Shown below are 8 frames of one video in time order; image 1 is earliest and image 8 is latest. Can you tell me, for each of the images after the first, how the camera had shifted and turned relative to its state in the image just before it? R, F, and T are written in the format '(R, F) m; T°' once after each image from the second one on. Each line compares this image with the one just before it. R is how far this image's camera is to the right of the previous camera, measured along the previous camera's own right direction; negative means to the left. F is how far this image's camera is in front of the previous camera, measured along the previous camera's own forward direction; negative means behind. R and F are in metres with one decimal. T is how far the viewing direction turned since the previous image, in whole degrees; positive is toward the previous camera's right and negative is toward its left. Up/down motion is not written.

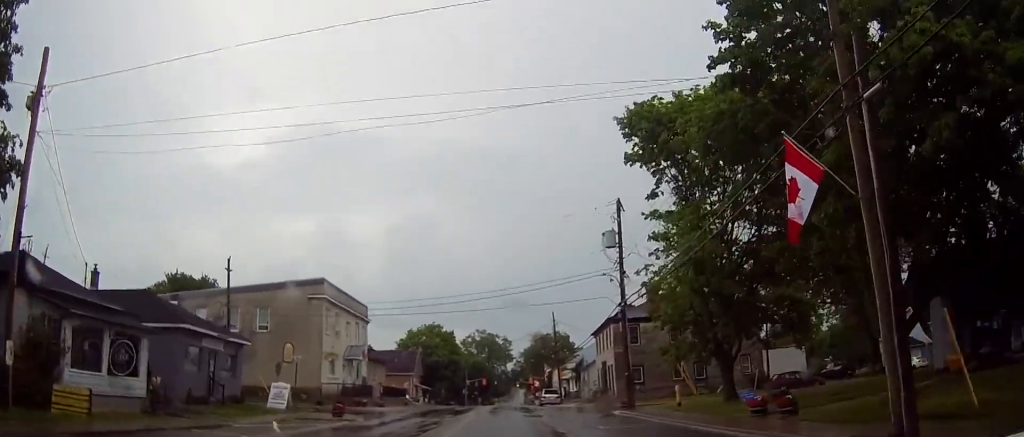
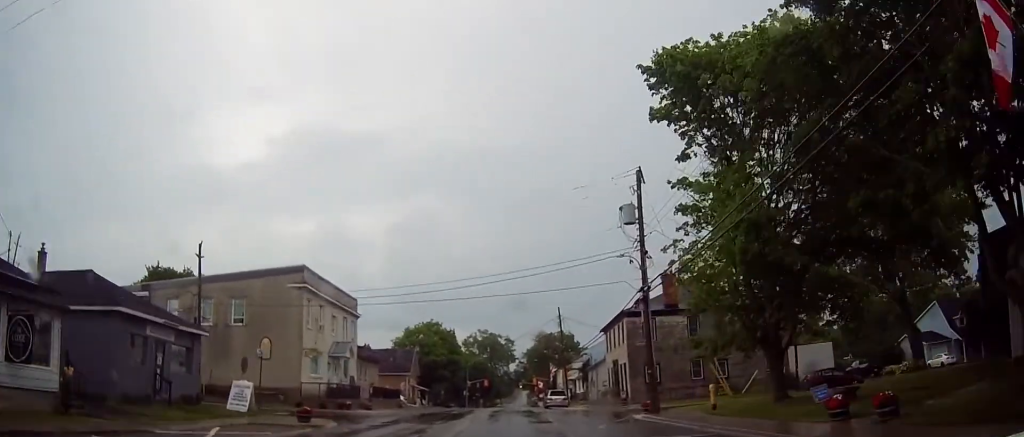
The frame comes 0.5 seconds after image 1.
(-0.1, +5.4) m; 0°
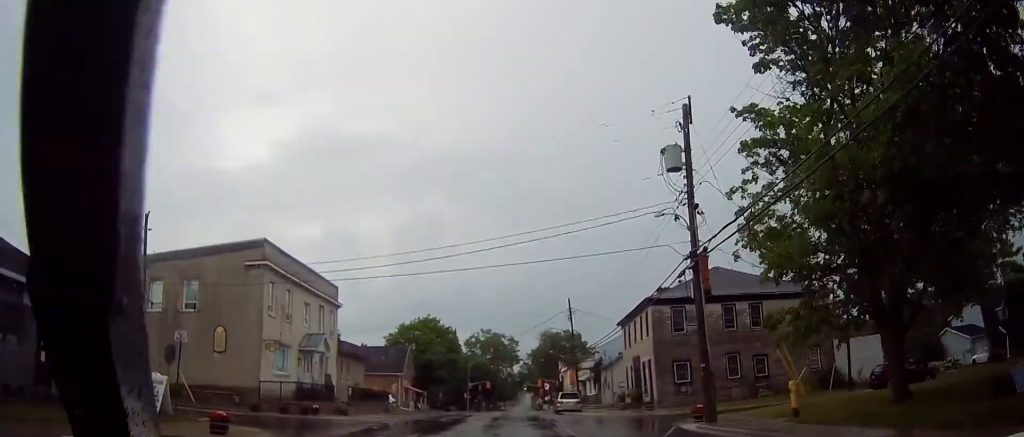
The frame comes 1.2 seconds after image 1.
(+0.2, +8.0) m; +1°
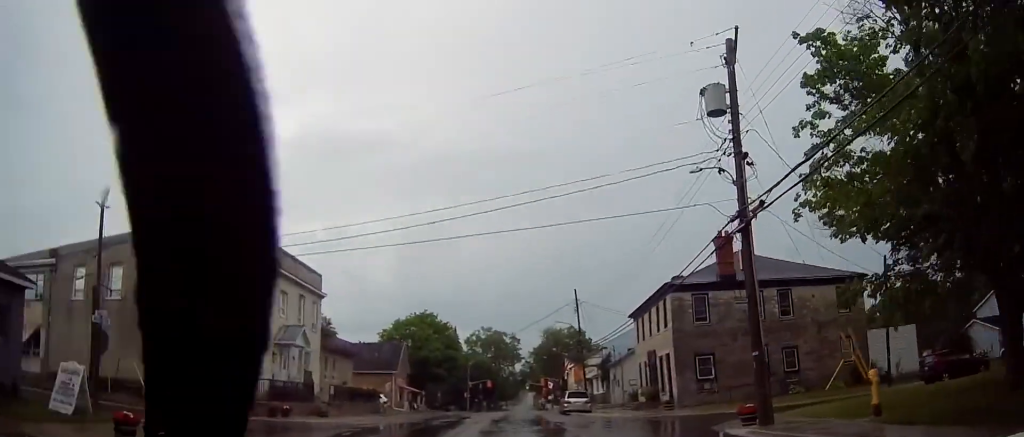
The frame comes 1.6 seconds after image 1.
(0.0, +4.9) m; 0°
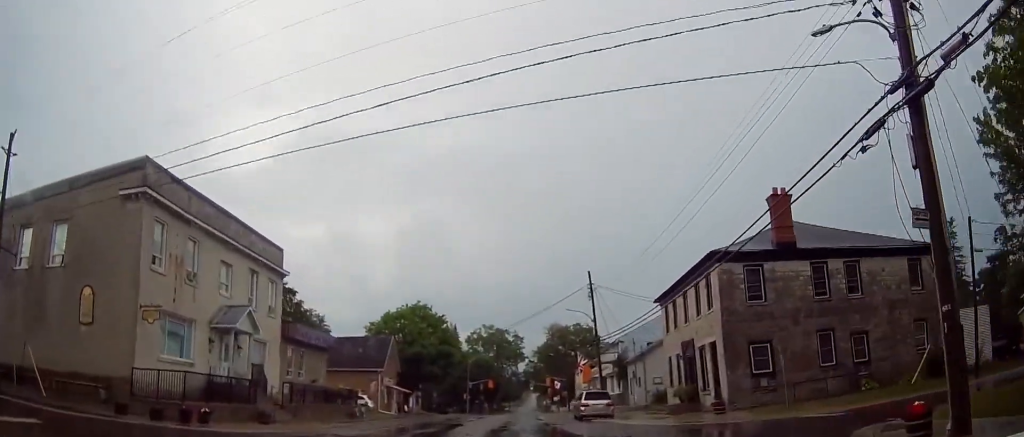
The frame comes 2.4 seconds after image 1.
(0.0, +8.7) m; 0°
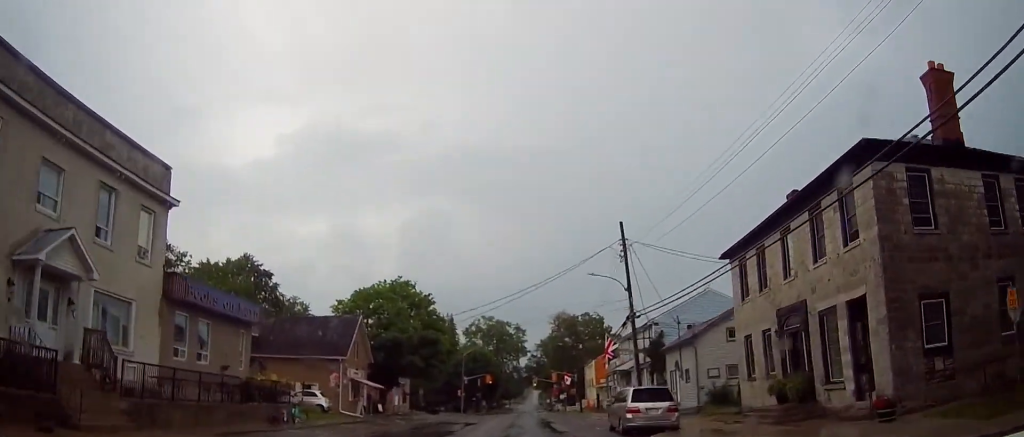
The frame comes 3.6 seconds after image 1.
(-0.2, +13.9) m; -2°
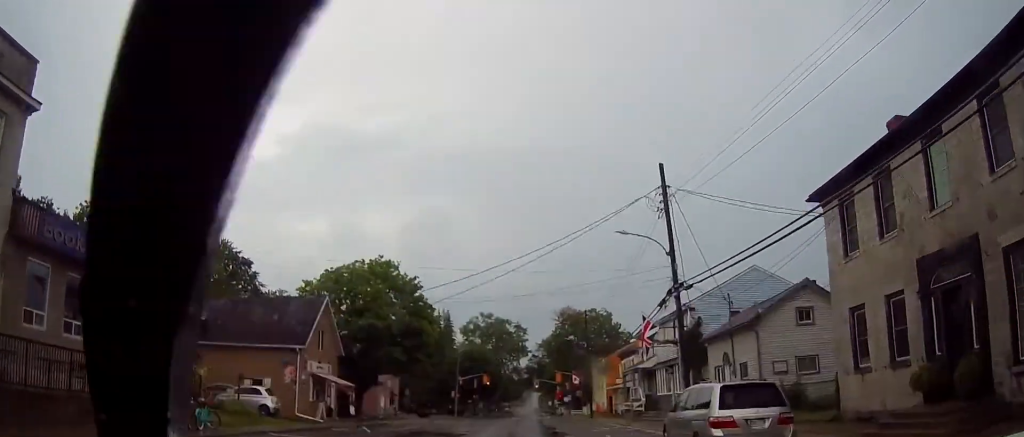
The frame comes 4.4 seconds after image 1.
(-0.3, +9.6) m; +1°
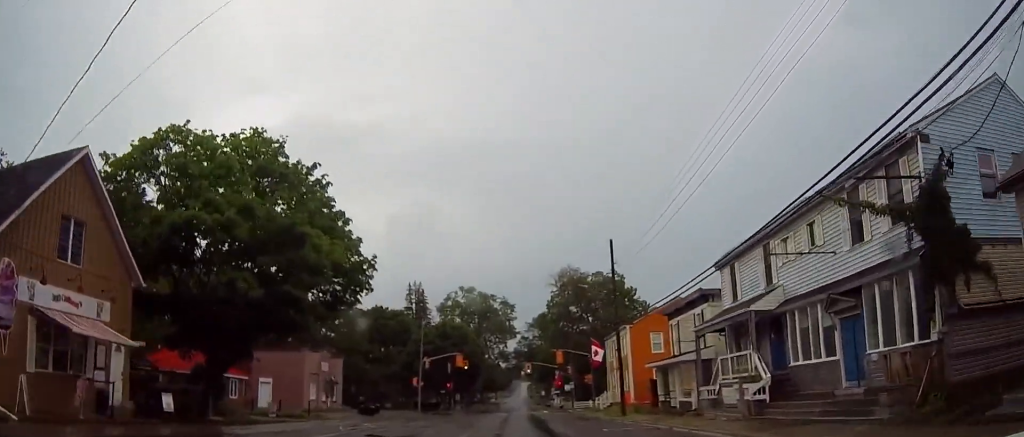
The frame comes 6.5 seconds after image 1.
(+1.2, +24.4) m; +1°
